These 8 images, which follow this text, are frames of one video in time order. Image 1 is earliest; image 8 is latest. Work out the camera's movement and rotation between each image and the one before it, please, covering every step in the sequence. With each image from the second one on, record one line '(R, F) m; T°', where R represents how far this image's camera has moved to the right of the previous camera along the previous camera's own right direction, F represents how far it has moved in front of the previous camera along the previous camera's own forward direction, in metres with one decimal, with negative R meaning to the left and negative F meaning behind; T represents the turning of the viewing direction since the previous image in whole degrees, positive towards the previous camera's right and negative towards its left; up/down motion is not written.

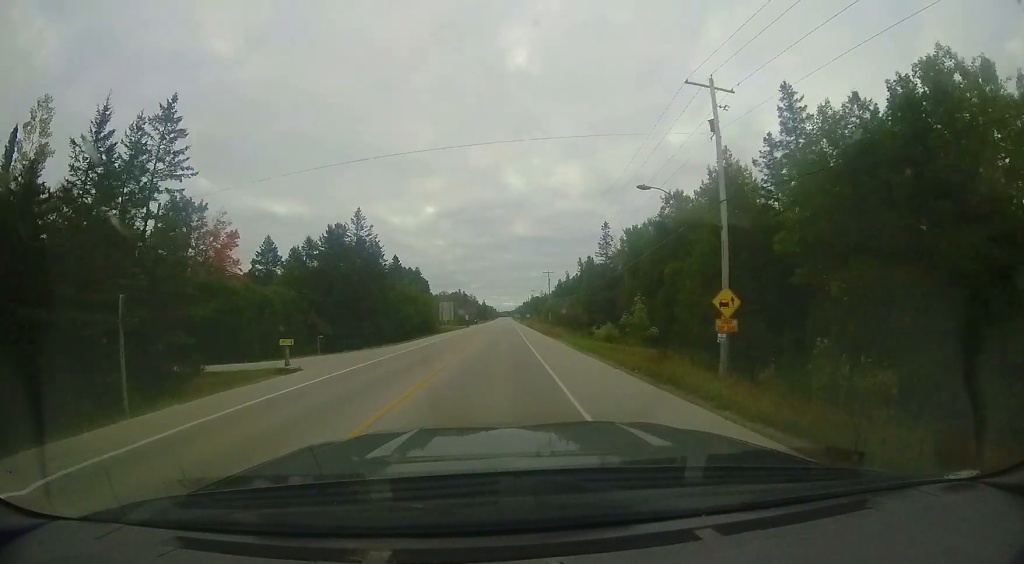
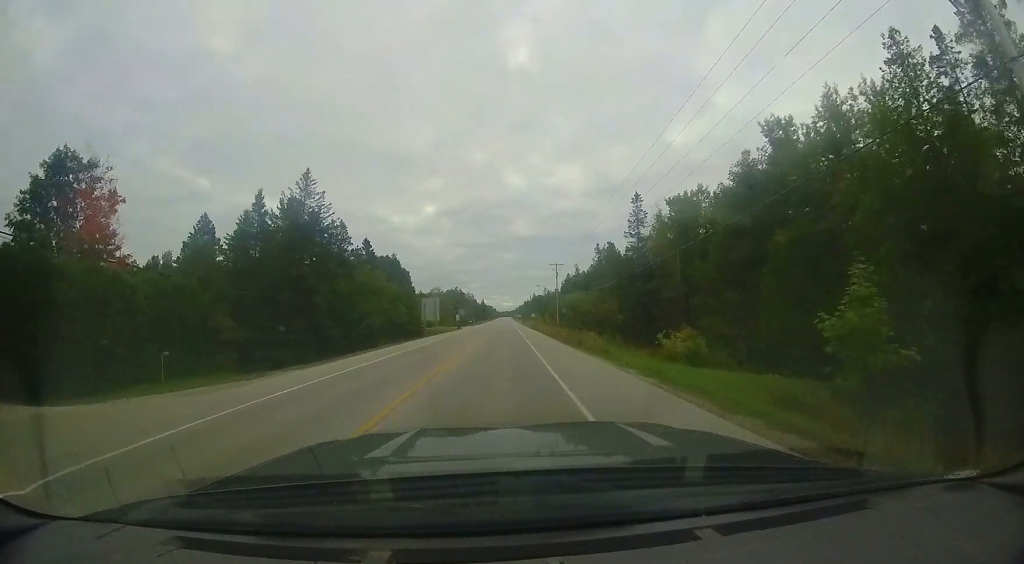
(-0.2, +22.7) m; +1°
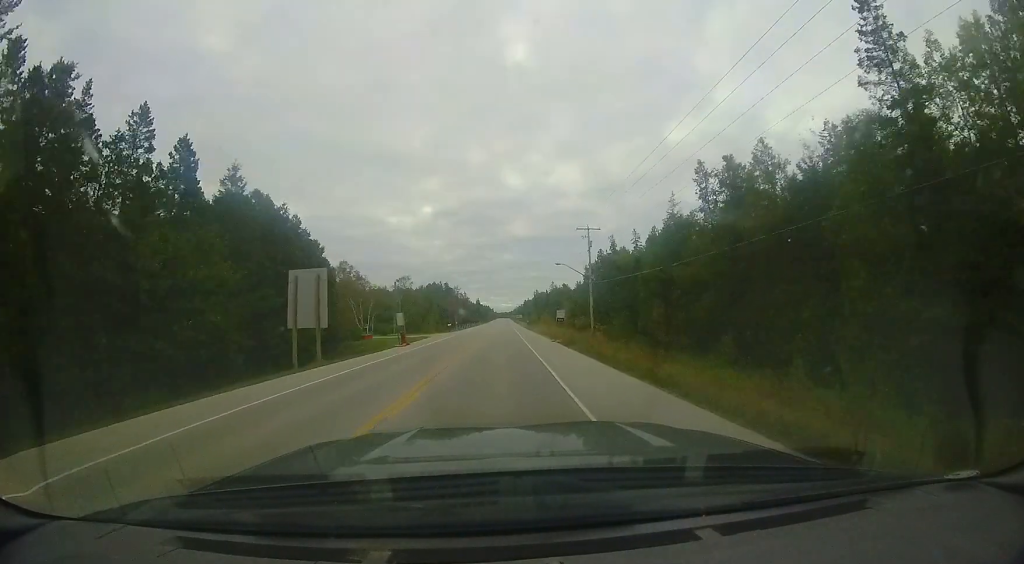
(+0.1, +10.5) m; 0°
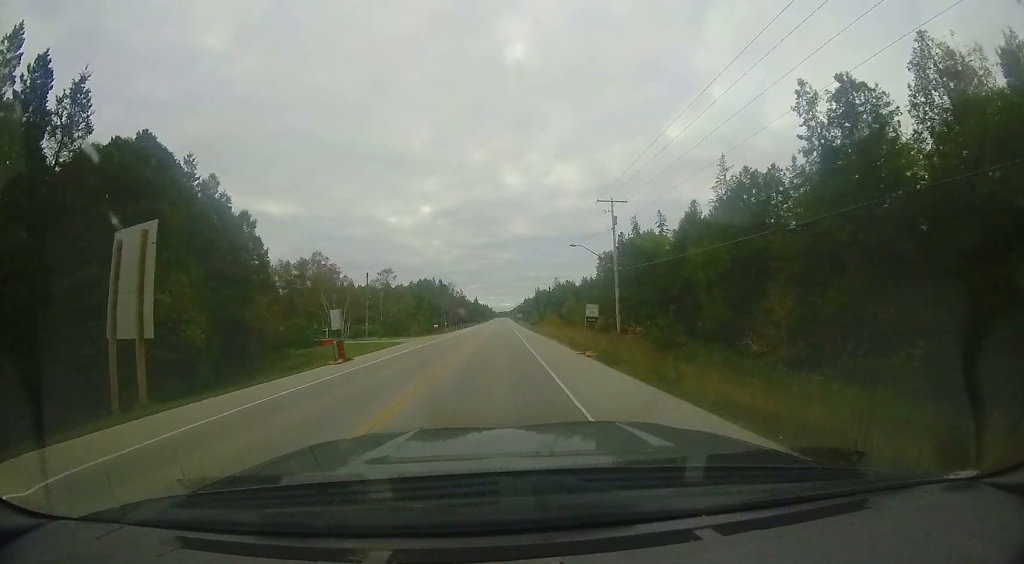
(+0.2, +16.7) m; 0°
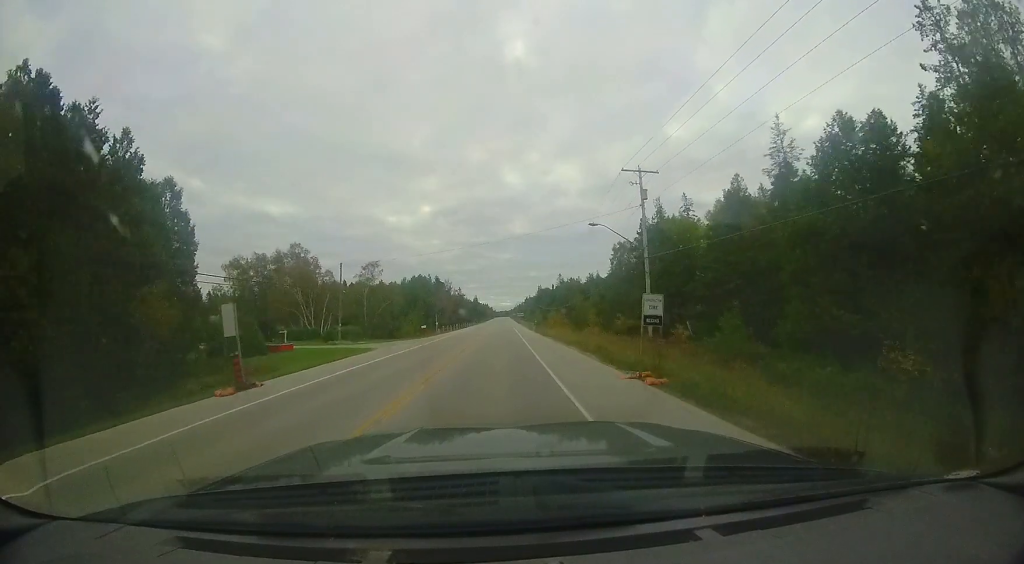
(-0.2, +12.0) m; -1°
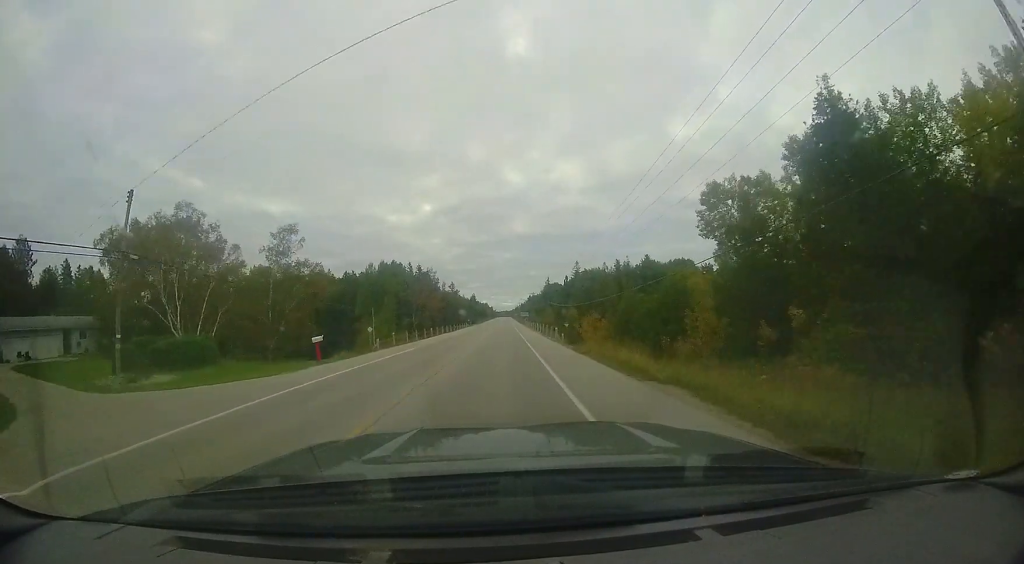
(-0.1, +42.1) m; 0°
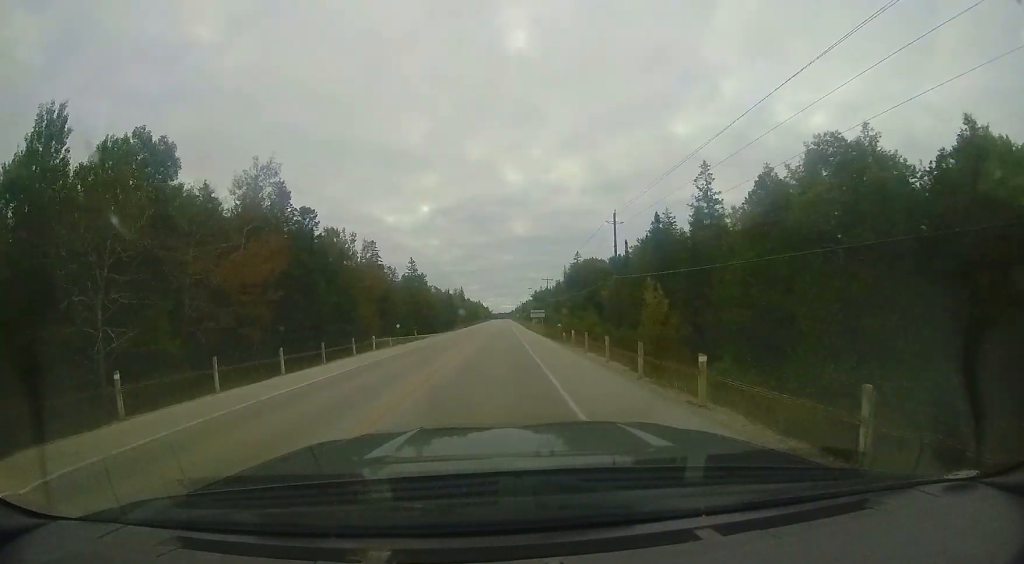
(0.0, +29.7) m; +1°
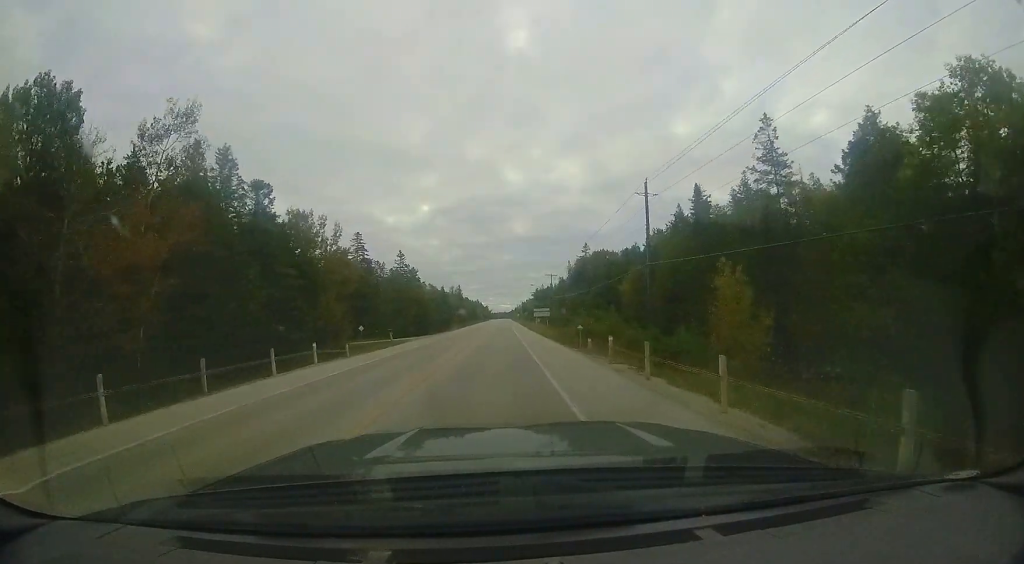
(-0.2, +11.2) m; +1°
